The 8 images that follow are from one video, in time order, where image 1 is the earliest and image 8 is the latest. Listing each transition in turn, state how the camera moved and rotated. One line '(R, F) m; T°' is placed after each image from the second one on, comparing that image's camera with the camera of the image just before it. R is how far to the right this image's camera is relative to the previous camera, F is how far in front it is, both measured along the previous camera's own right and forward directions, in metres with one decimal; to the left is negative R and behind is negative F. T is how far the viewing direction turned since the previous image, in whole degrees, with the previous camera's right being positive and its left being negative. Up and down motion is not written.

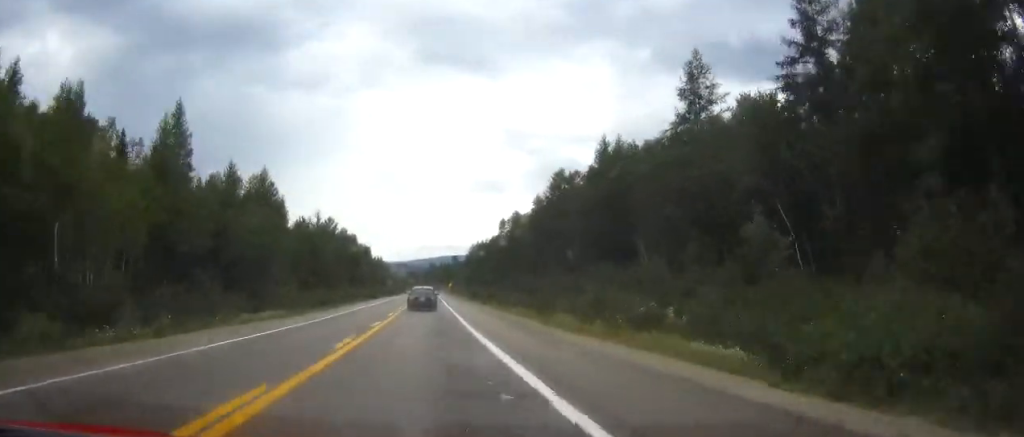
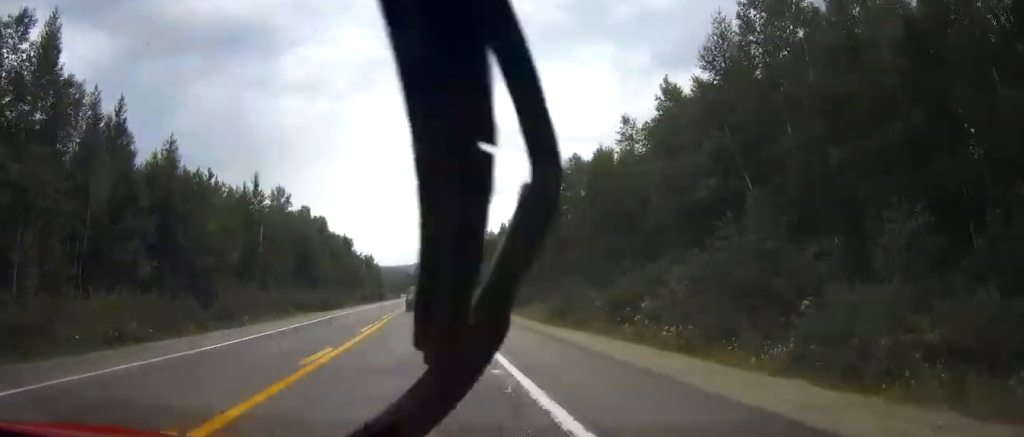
(+0.1, +47.9) m; 0°
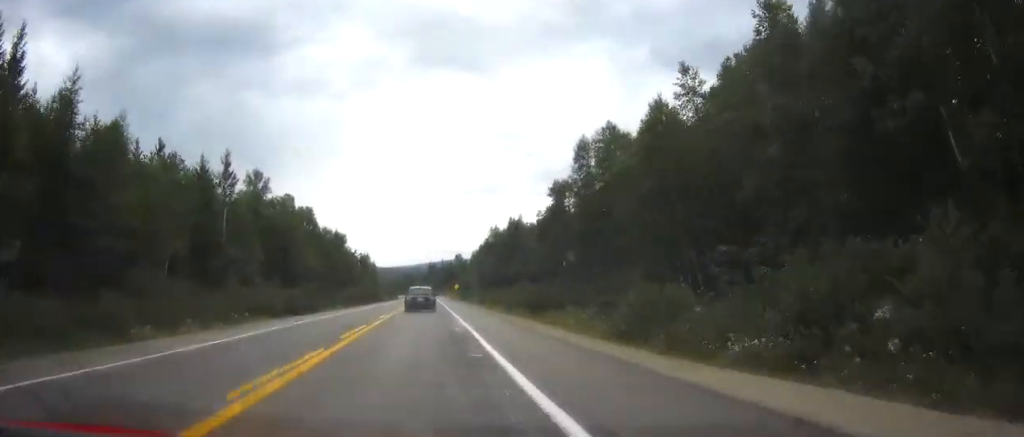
(0.0, +12.9) m; 0°
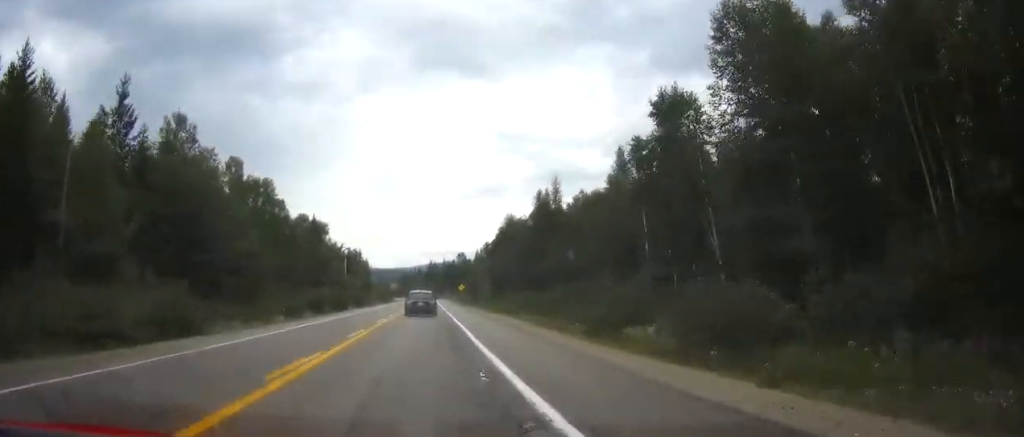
(-0.1, +27.8) m; 0°
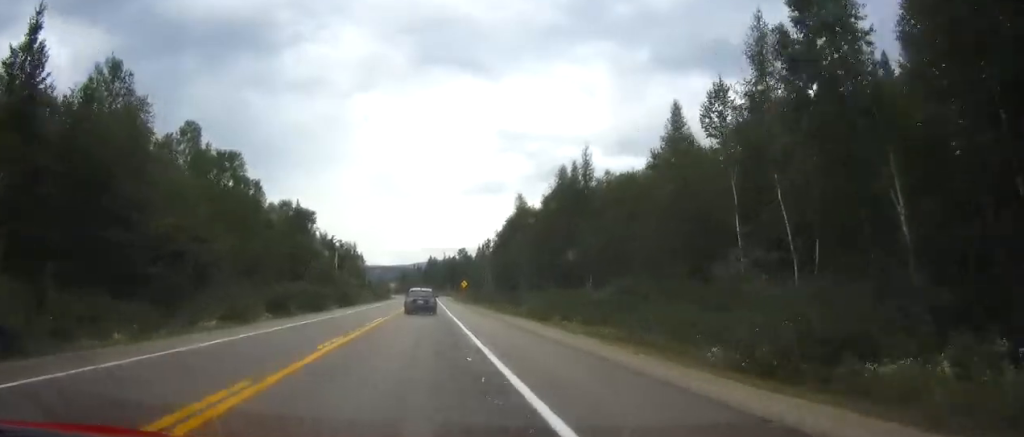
(0.0, +13.8) m; 0°
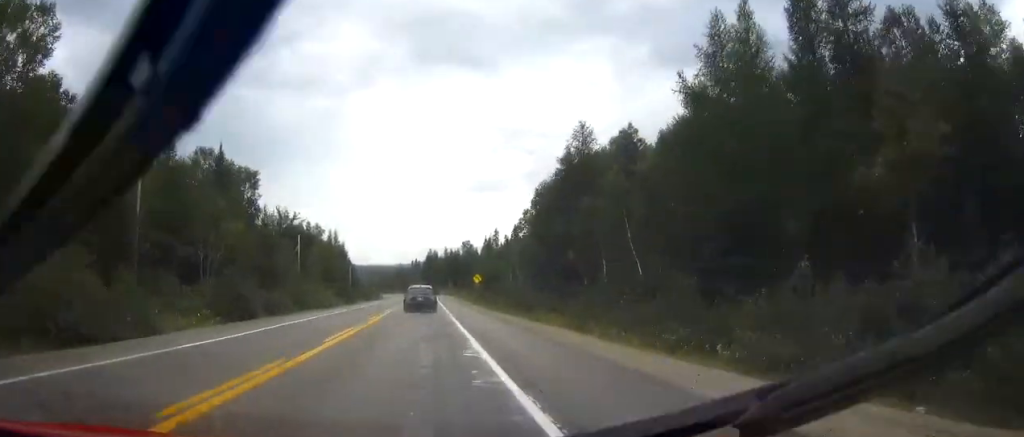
(0.0, +38.2) m; 0°
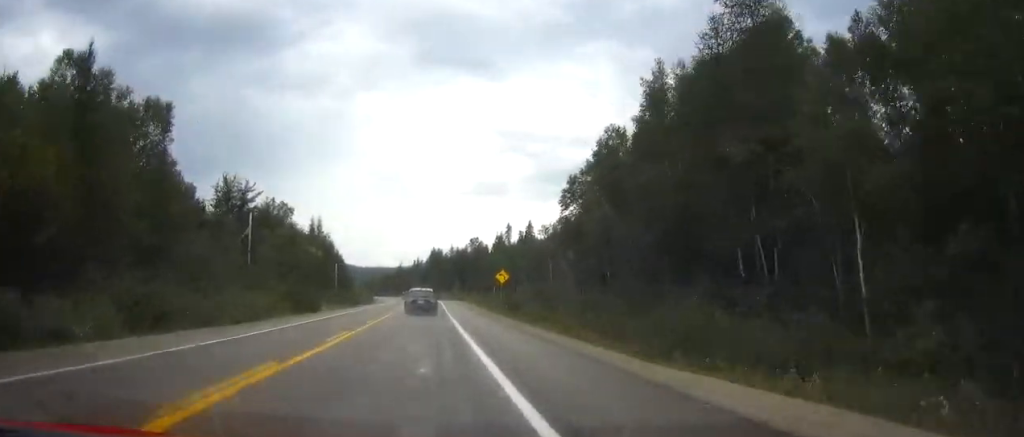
(-0.1, +28.9) m; 0°
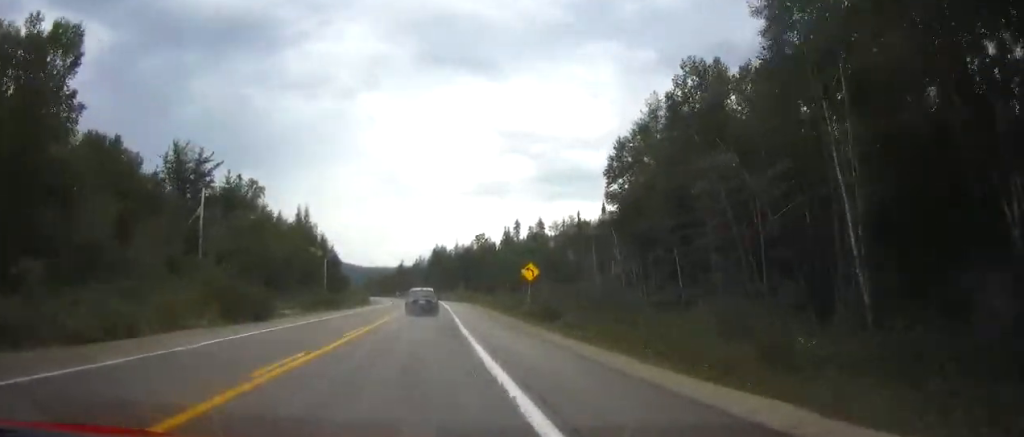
(0.0, +16.2) m; 0°
